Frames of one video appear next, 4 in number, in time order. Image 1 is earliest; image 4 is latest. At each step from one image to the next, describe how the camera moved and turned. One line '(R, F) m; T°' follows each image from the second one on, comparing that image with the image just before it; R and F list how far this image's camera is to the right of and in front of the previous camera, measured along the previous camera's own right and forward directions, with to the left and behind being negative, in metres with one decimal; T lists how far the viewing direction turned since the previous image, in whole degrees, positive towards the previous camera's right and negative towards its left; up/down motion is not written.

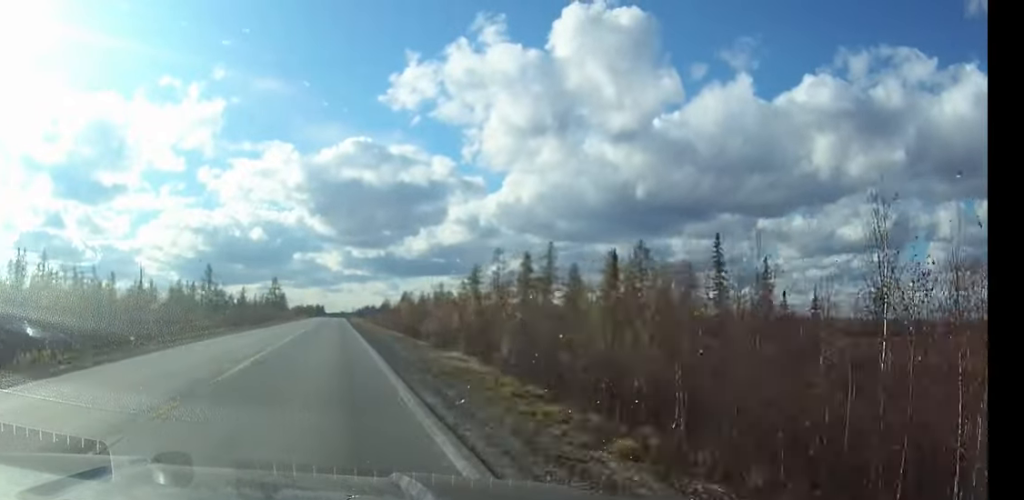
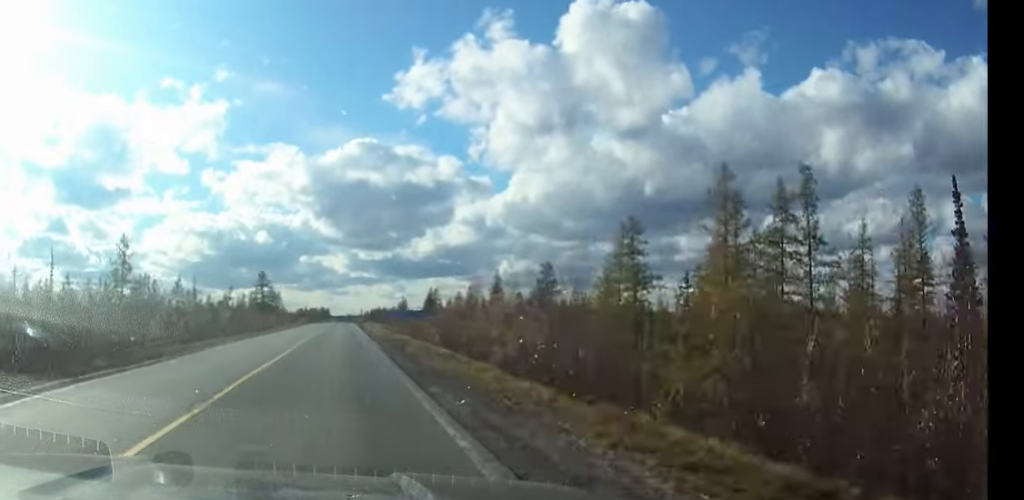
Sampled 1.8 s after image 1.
(-0.1, +44.1) m; 0°
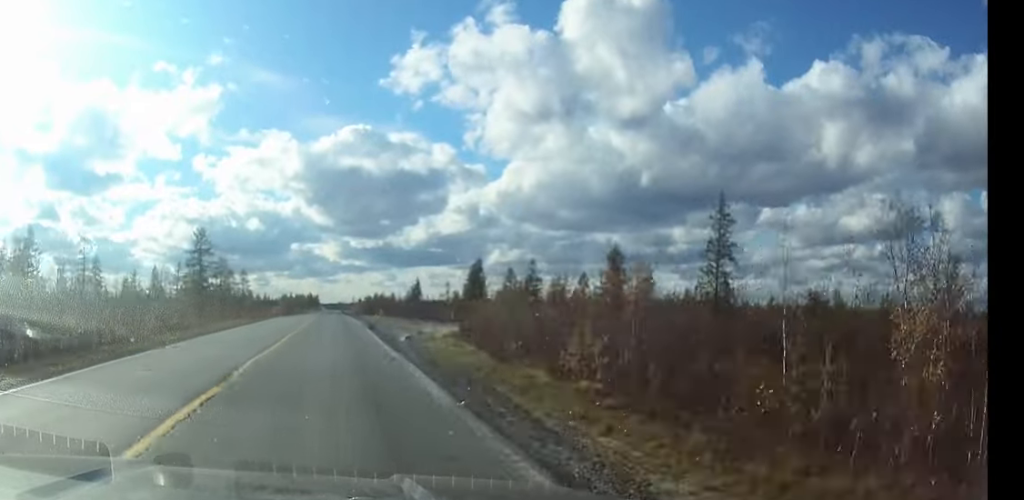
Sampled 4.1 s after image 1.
(+0.2, +56.2) m; 0°
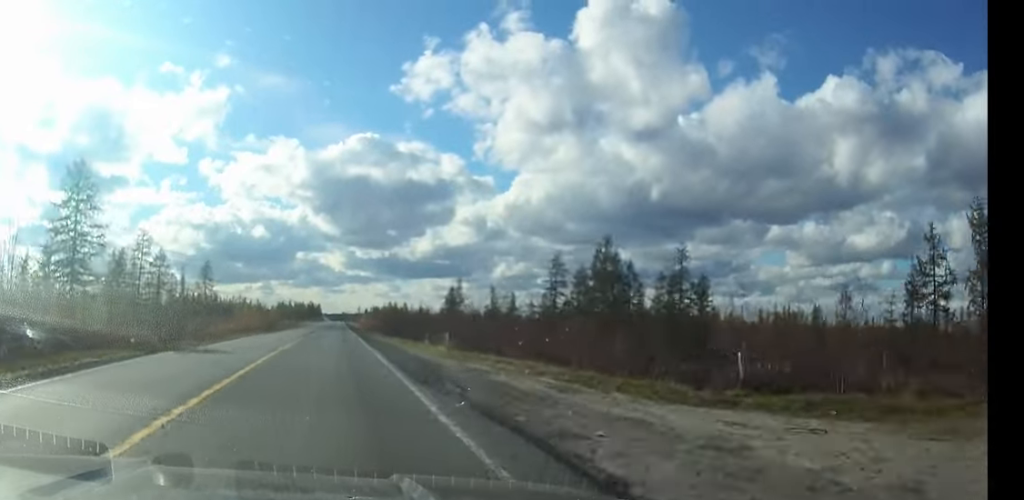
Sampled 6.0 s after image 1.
(-0.1, +44.4) m; 0°
